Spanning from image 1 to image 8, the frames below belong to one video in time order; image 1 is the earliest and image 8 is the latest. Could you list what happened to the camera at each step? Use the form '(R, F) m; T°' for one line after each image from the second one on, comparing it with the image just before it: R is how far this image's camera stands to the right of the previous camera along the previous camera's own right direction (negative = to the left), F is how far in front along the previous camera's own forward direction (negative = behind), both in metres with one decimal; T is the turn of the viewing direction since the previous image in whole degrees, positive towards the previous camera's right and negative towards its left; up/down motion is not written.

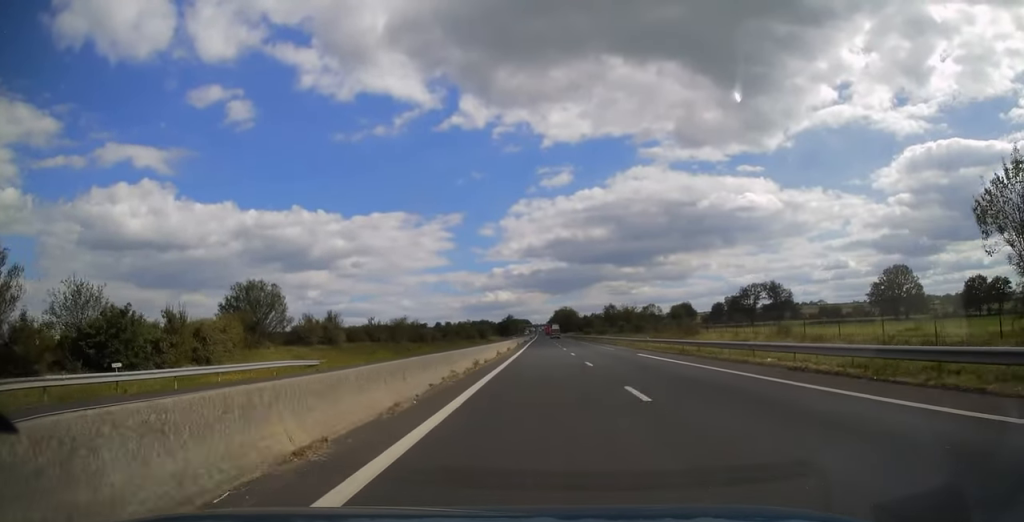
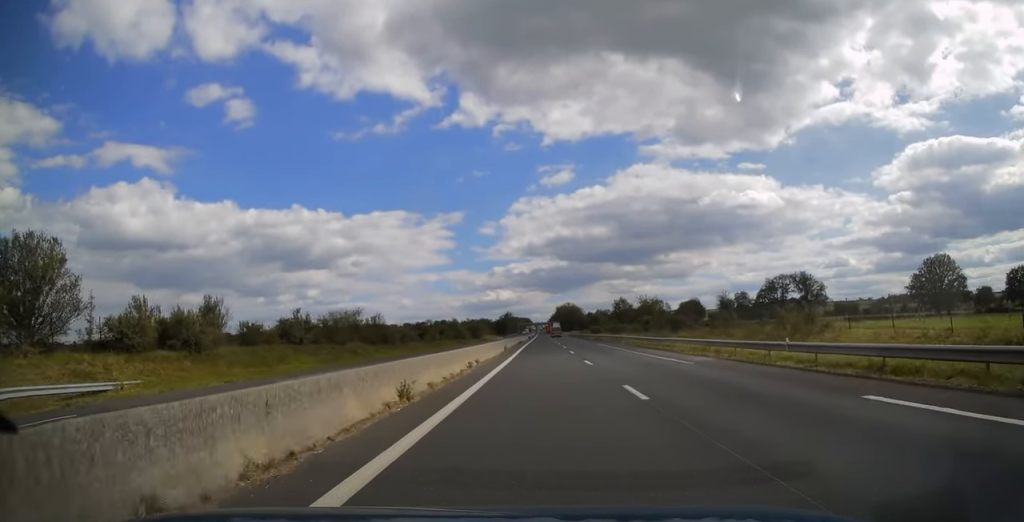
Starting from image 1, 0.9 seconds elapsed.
(+0.1, +25.7) m; 0°
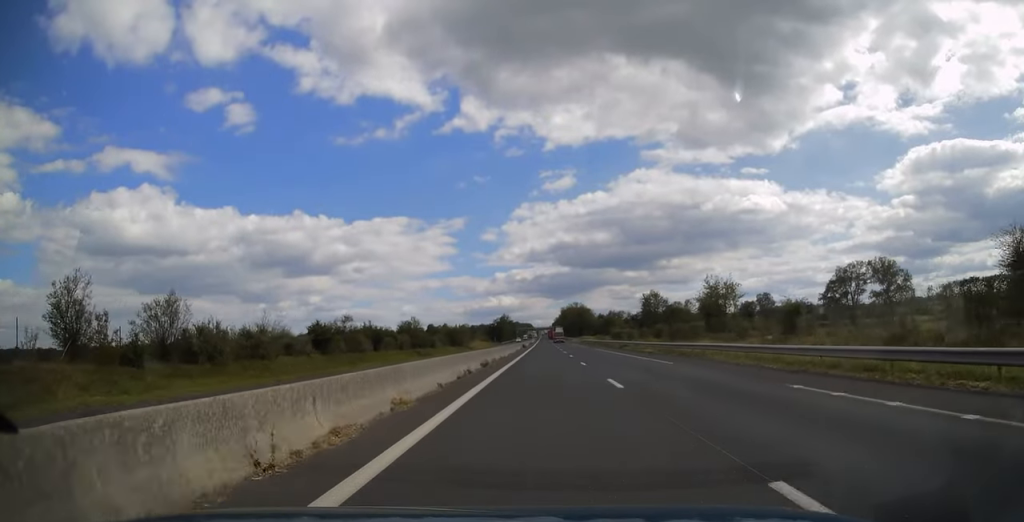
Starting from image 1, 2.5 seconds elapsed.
(0.0, +48.1) m; 0°
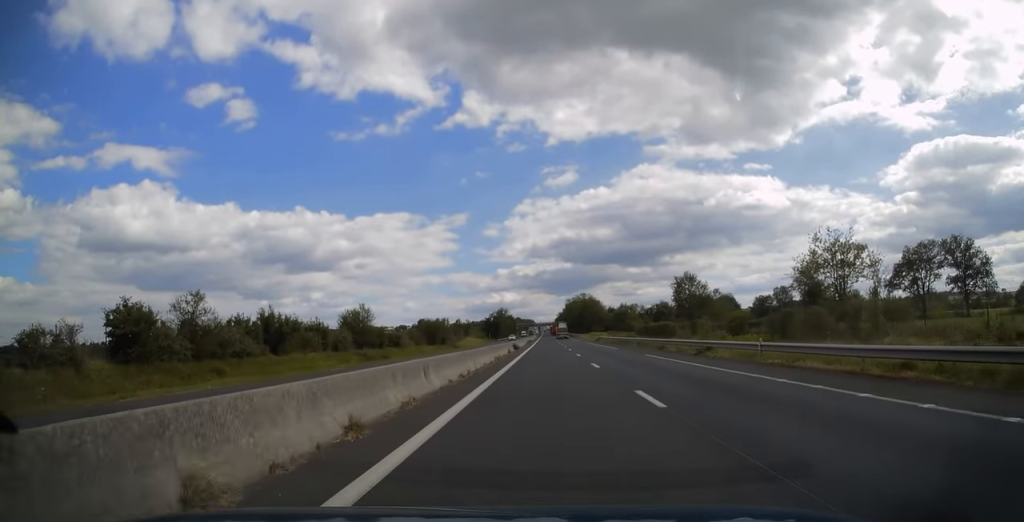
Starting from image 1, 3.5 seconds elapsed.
(0.0, +30.2) m; 0°
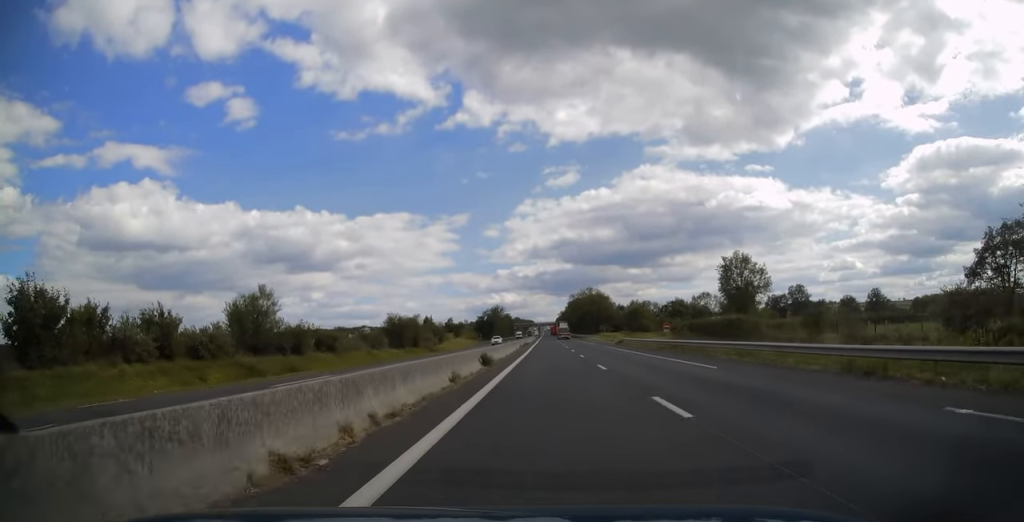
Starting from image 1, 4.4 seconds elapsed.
(0.0, +27.1) m; 0°
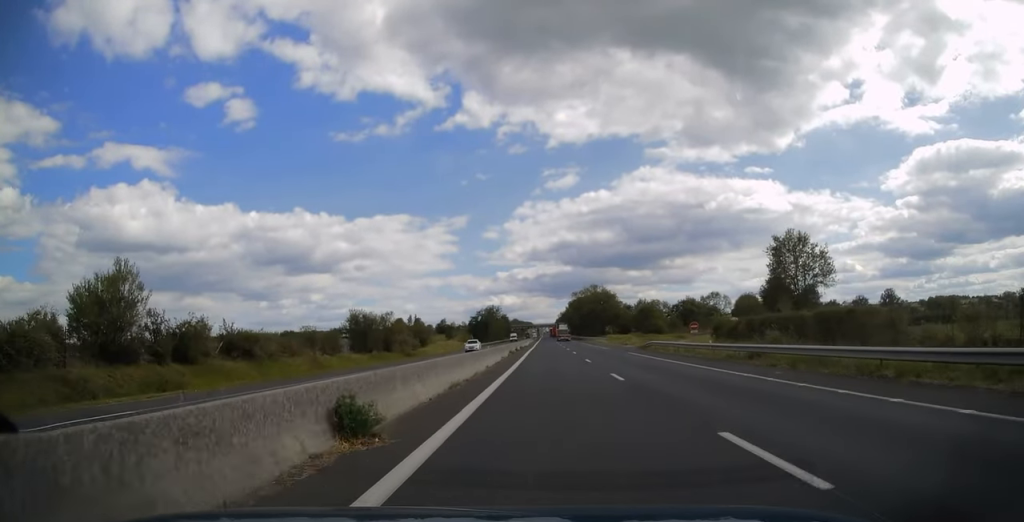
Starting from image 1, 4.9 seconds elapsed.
(-0.1, +17.5) m; 0°
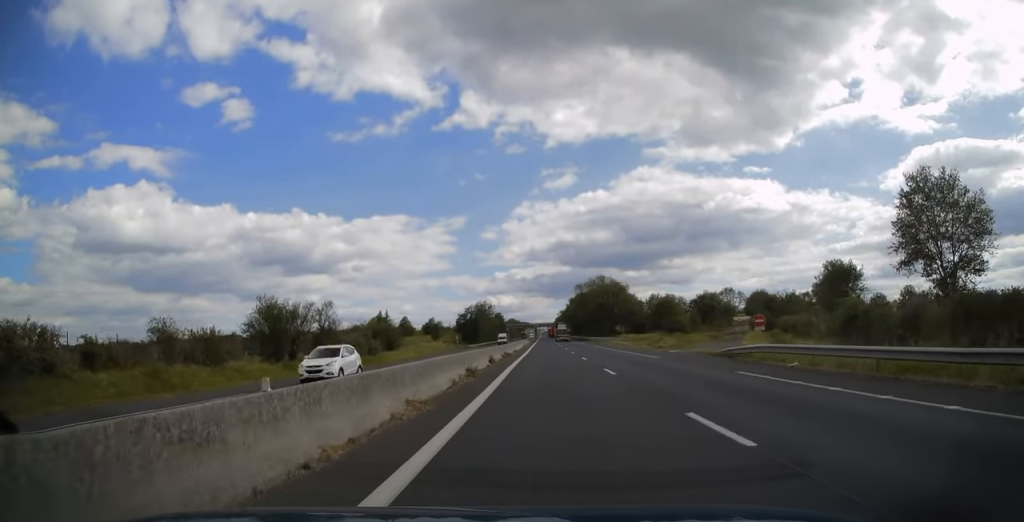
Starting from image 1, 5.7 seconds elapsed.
(0.0, +23.8) m; 0°
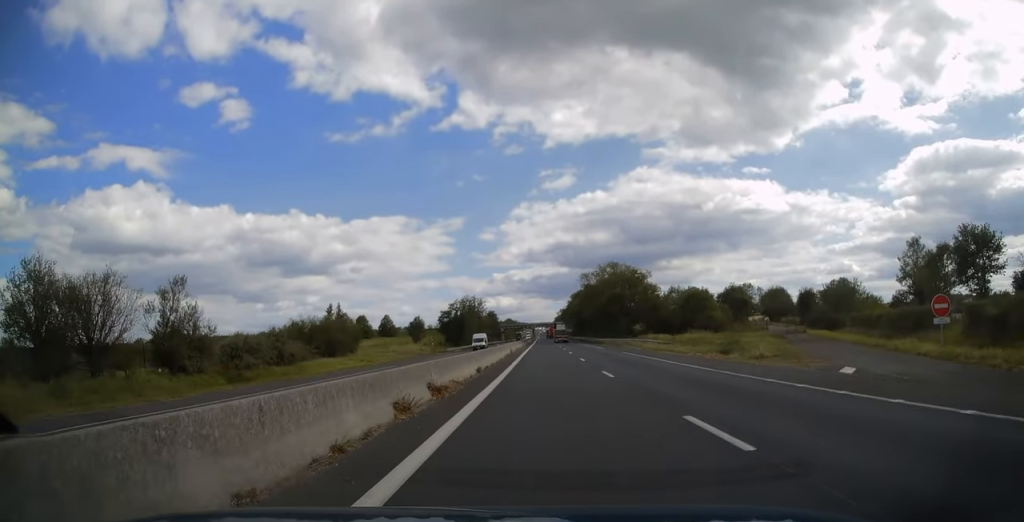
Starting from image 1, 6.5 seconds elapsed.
(+0.1, +26.1) m; 0°
